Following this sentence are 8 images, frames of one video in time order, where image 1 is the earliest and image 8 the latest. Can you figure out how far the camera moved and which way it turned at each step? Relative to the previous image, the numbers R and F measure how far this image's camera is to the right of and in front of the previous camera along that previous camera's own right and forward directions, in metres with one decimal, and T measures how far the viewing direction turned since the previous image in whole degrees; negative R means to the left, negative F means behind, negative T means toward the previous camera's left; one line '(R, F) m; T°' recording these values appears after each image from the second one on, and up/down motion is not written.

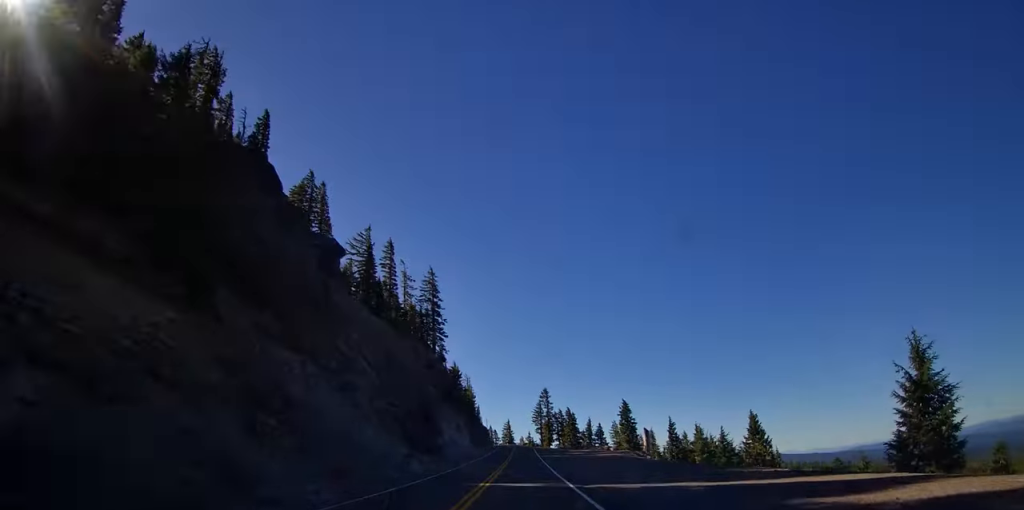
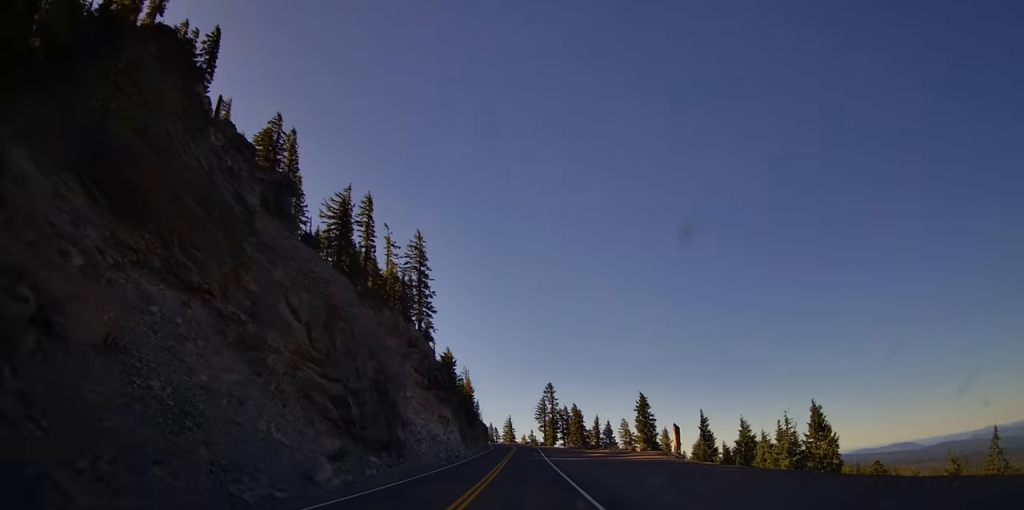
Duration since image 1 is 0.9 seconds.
(-0.7, +18.5) m; 0°
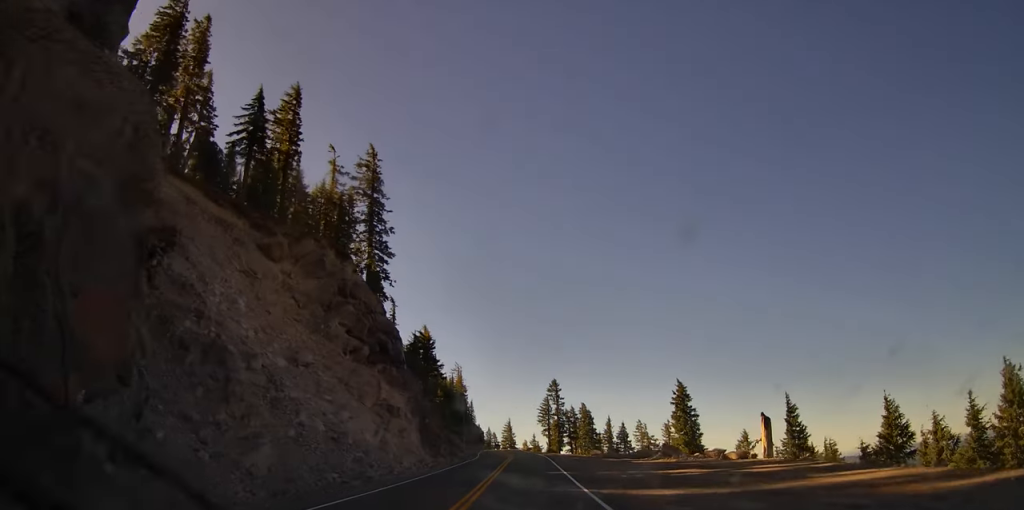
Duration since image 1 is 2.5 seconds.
(+1.3, +30.1) m; +1°
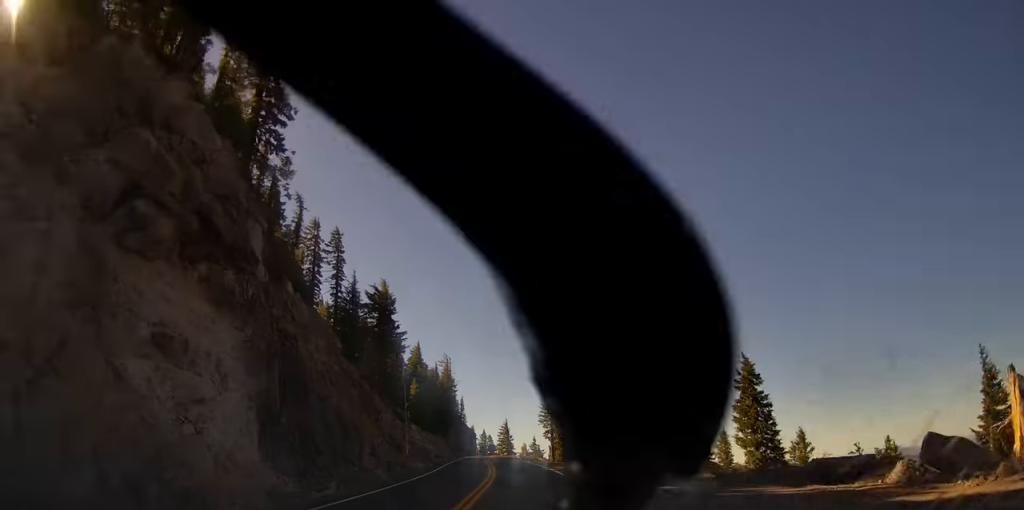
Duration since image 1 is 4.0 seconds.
(-1.0, +29.6) m; -2°
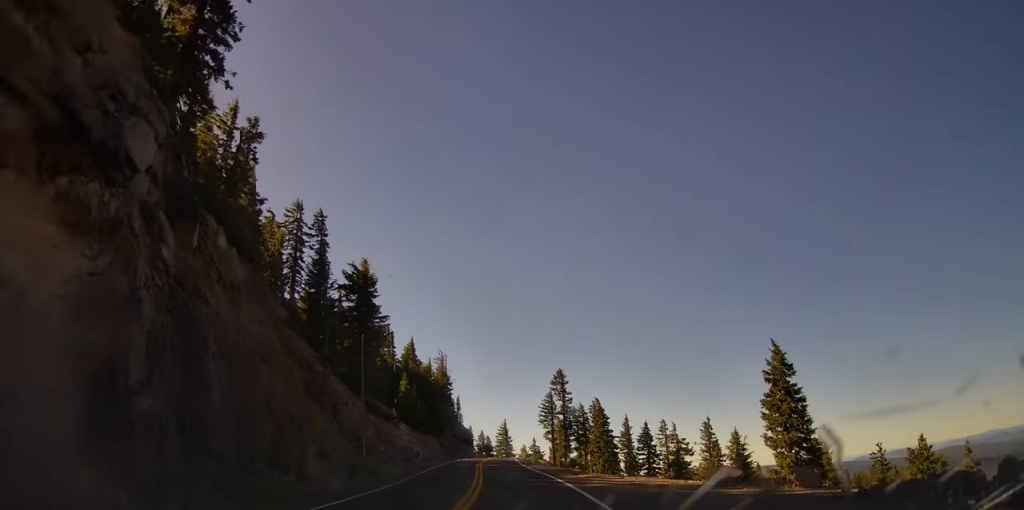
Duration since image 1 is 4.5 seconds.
(+0.1, +8.5) m; 0°
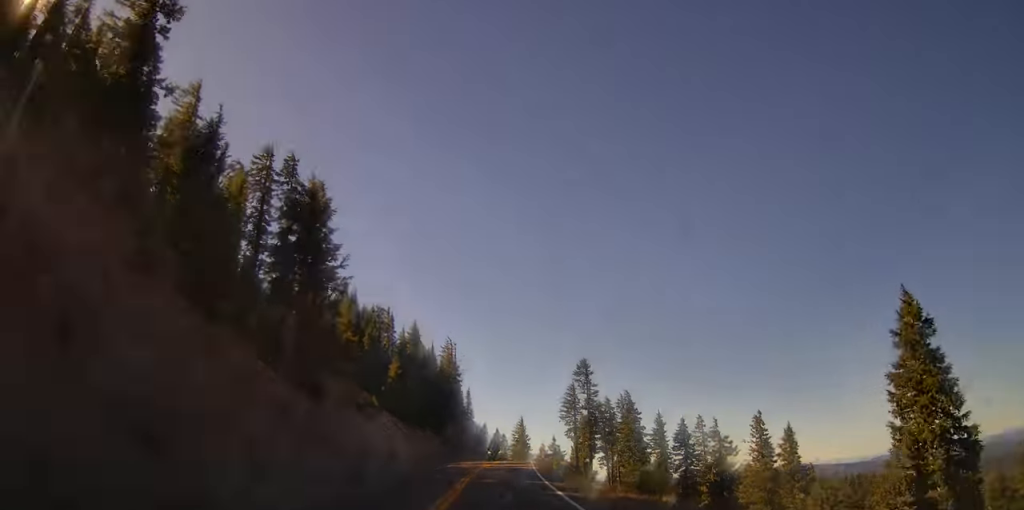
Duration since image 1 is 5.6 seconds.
(+0.1, +19.2) m; -1°
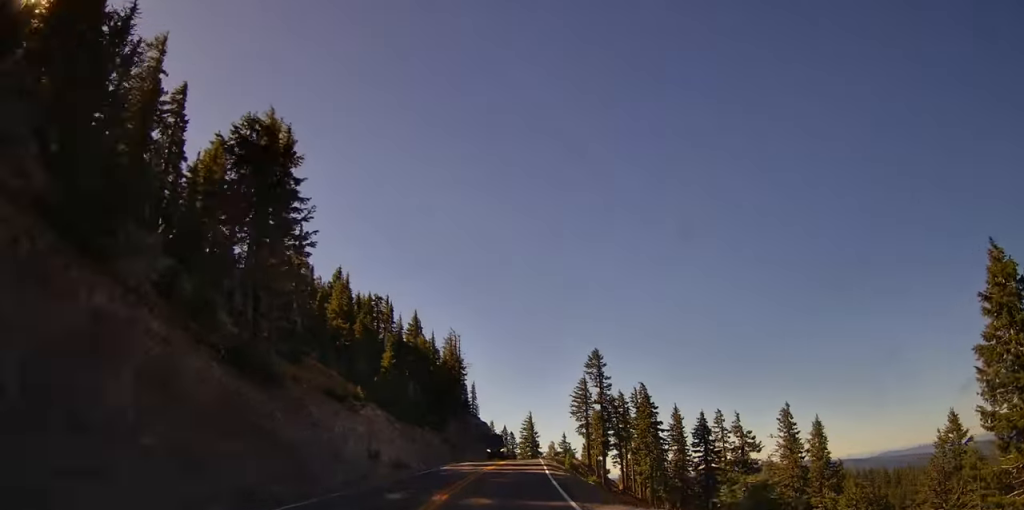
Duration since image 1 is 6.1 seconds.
(0.0, +8.4) m; -1°
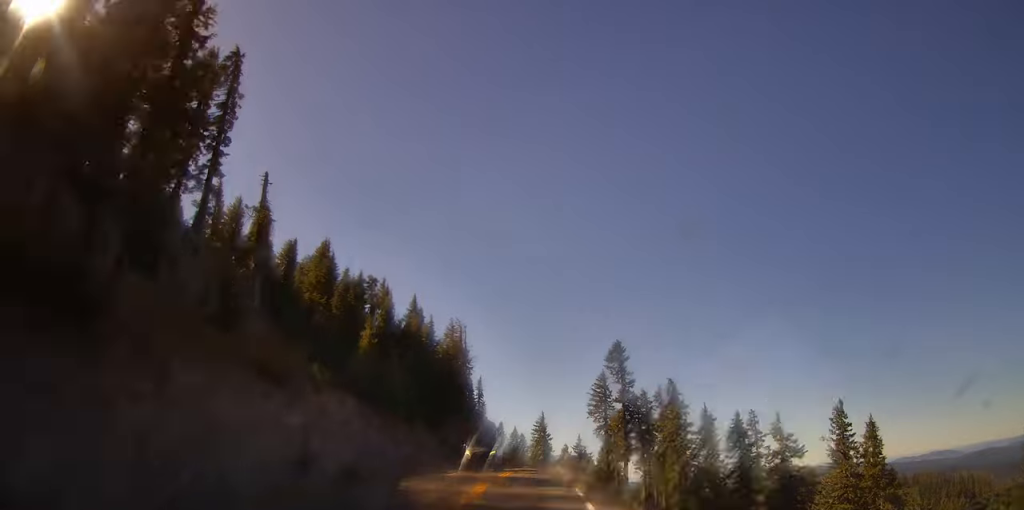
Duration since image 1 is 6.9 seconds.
(-0.4, +14.4) m; -2°
